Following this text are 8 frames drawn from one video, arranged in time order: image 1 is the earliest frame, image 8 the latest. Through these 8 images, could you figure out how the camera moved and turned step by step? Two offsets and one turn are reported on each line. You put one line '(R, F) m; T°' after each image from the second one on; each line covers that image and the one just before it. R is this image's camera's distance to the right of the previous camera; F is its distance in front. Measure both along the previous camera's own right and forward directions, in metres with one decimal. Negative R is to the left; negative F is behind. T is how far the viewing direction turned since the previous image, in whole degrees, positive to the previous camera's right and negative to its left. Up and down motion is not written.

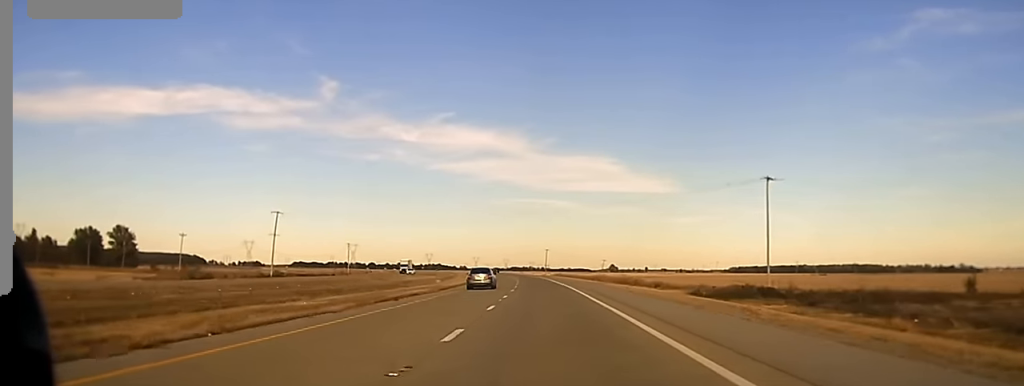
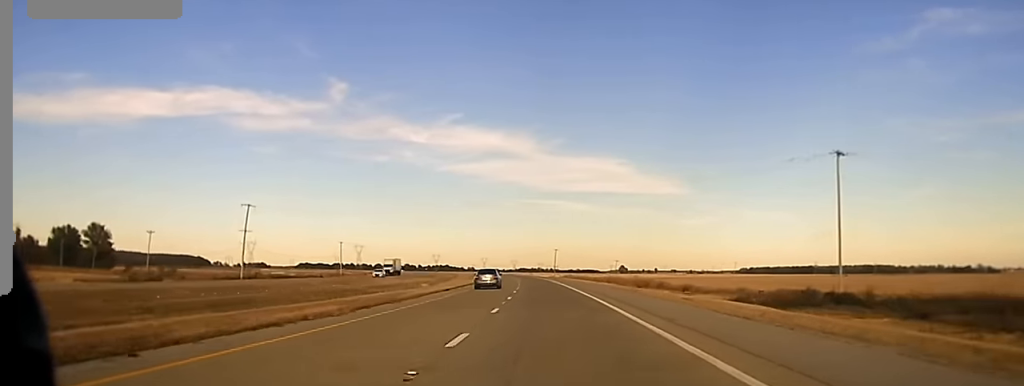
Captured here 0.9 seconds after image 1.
(-0.1, +25.2) m; 0°
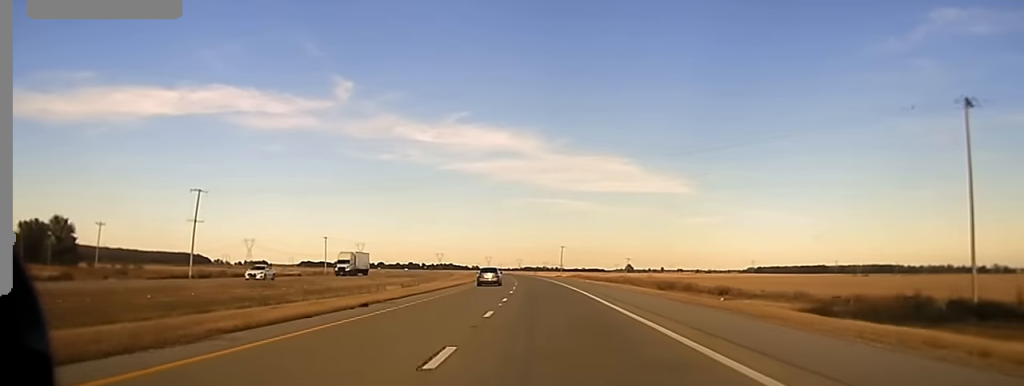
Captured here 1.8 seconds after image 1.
(-0.1, +28.1) m; -1°
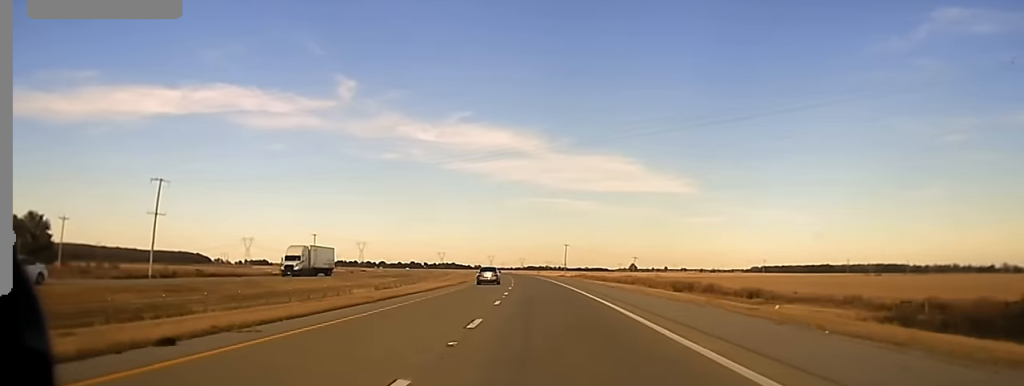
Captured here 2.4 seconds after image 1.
(0.0, +17.4) m; -1°
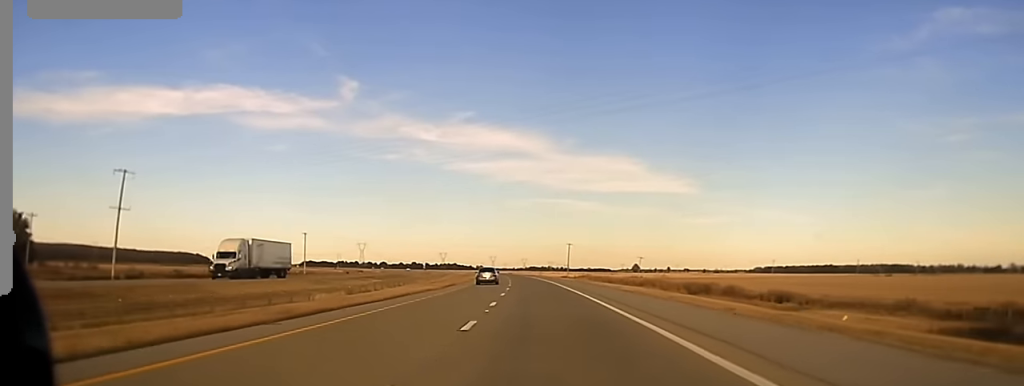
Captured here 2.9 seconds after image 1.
(-0.1, +12.6) m; -1°
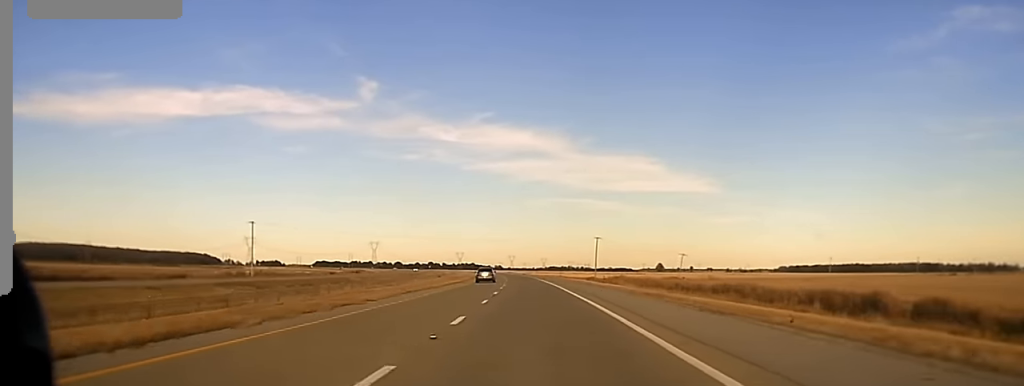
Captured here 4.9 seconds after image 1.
(-0.2, +59.1) m; 0°
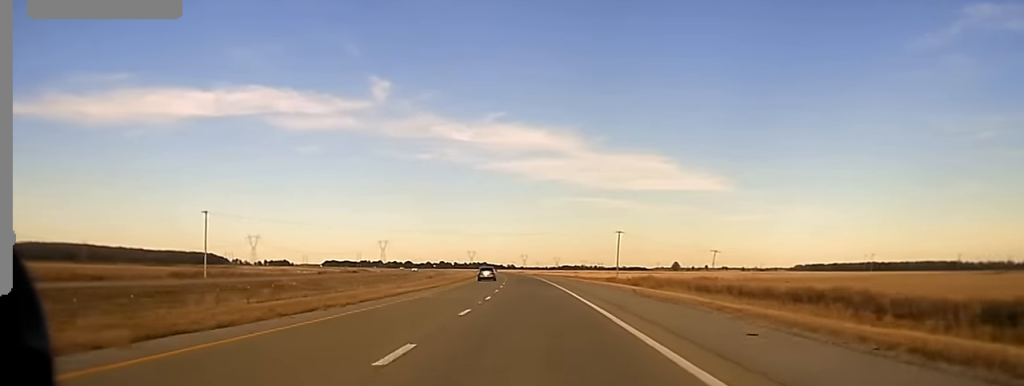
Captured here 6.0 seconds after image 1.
(-0.5, +31.9) m; -1°
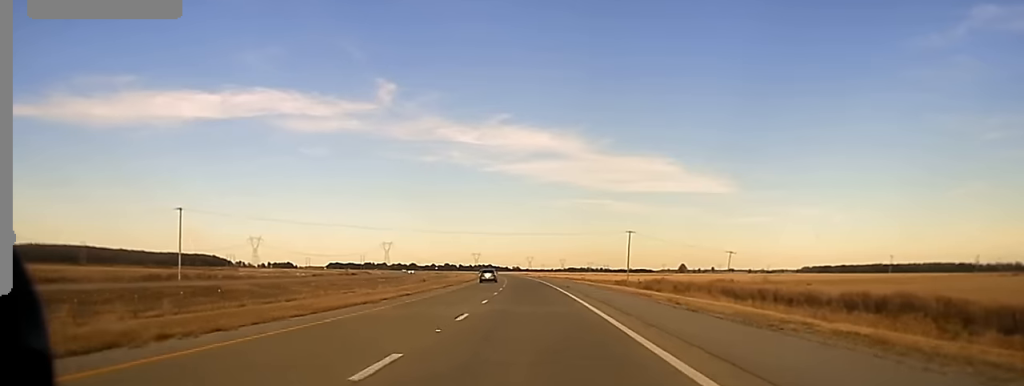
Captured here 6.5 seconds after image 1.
(-0.2, +14.5) m; -1°
